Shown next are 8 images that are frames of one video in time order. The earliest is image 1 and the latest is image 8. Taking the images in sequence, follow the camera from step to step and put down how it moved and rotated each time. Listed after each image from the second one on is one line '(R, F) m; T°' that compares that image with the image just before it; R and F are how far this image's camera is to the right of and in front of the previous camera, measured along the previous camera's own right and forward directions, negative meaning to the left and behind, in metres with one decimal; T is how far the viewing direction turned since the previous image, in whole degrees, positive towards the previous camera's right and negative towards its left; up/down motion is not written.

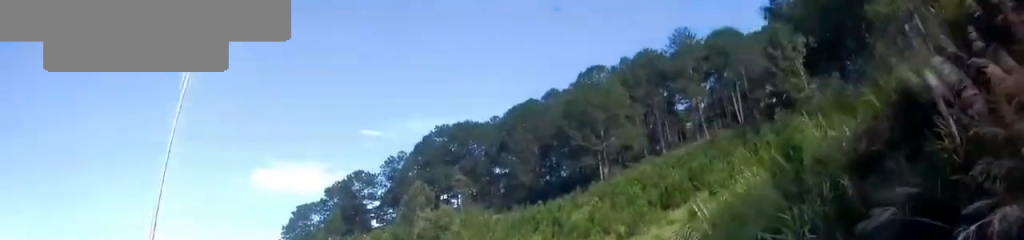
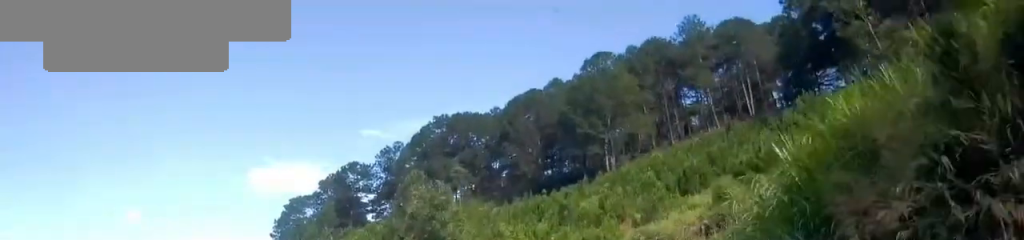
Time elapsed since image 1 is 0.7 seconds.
(+0.4, +5.3) m; +6°
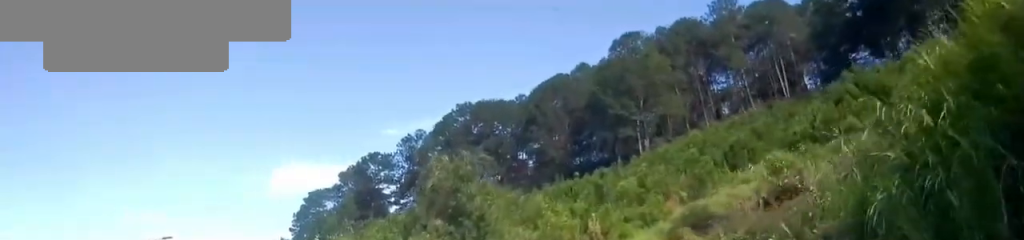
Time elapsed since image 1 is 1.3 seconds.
(+0.2, +4.9) m; -1°
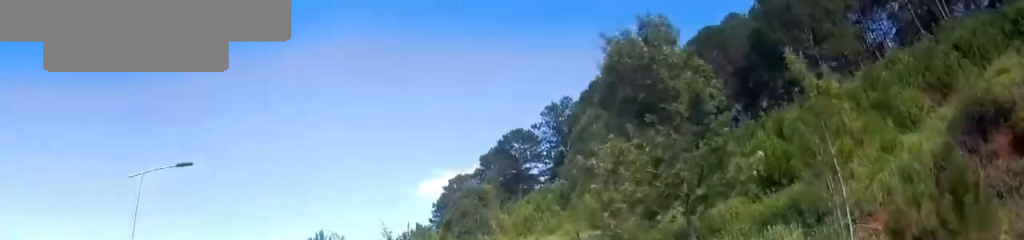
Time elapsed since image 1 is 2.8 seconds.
(-0.9, +13.2) m; -12°
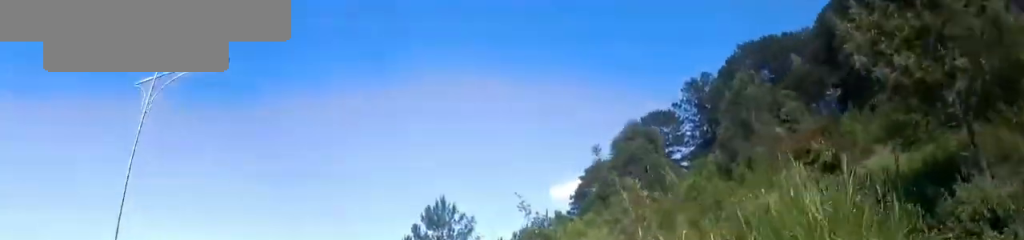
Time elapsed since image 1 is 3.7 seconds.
(-0.6, +7.8) m; -13°
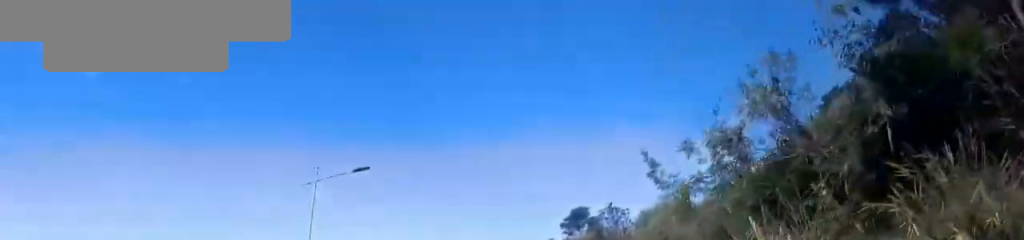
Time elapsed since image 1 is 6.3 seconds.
(-8.3, +22.8) m; -29°
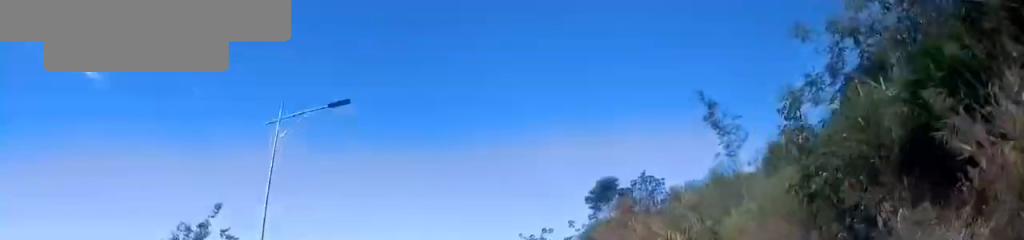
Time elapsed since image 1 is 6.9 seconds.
(-0.1, +5.5) m; 0°
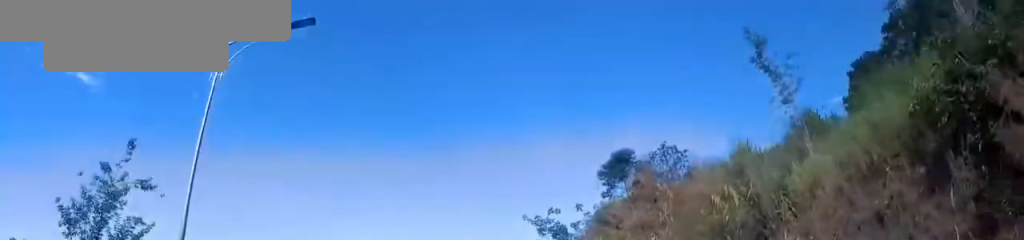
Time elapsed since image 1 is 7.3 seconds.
(-0.1, +4.2) m; +1°
